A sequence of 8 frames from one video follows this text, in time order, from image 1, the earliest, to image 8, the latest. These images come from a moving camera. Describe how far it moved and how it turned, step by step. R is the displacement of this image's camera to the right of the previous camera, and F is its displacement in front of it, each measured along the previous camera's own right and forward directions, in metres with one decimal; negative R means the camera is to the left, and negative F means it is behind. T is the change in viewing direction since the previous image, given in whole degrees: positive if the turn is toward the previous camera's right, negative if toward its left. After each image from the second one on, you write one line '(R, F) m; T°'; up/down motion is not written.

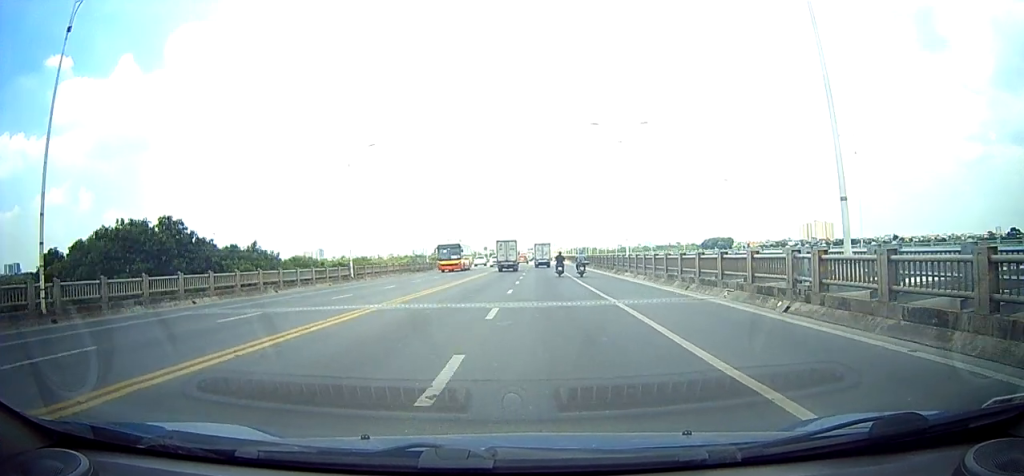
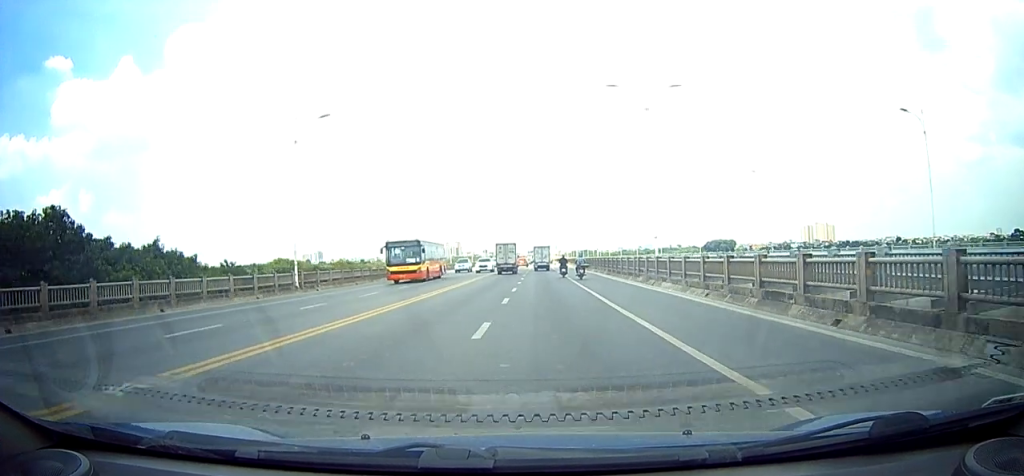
(-0.2, +9.4) m; -1°
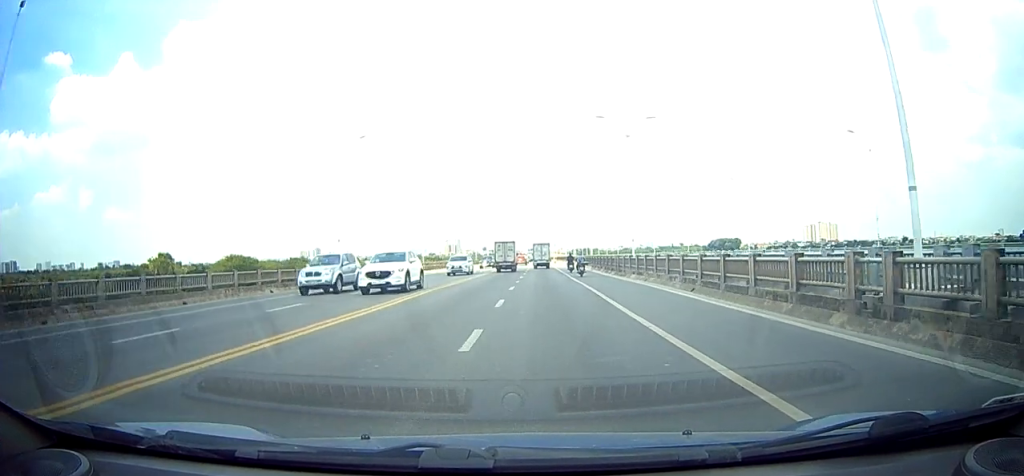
(-0.1, +21.6) m; 0°
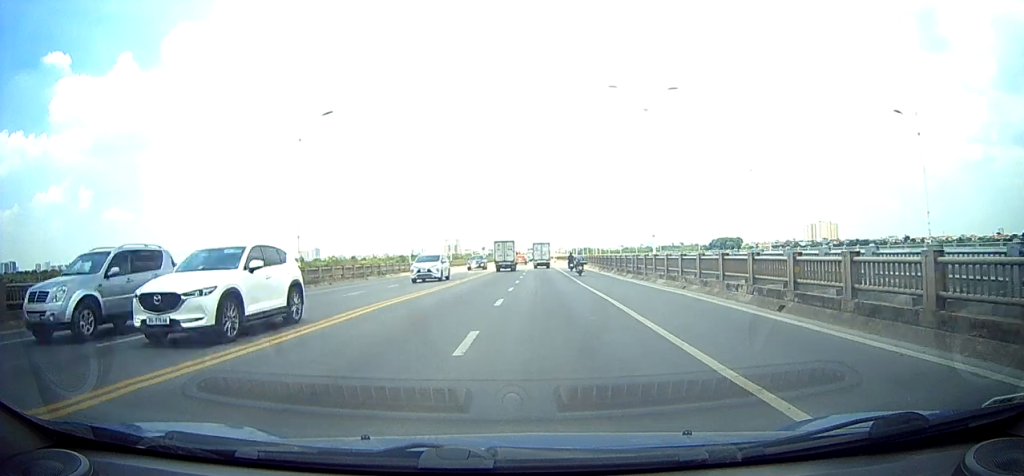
(0.0, +6.6) m; 0°
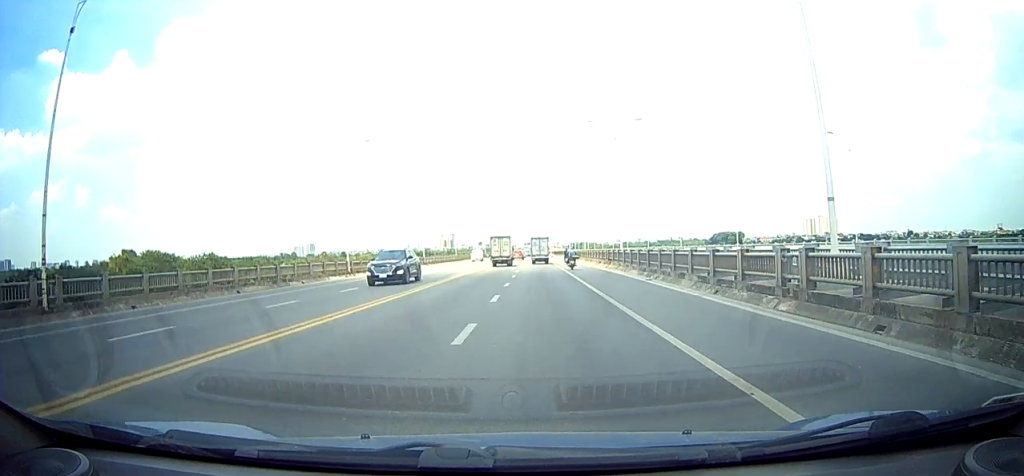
(0.0, +18.6) m; 0°
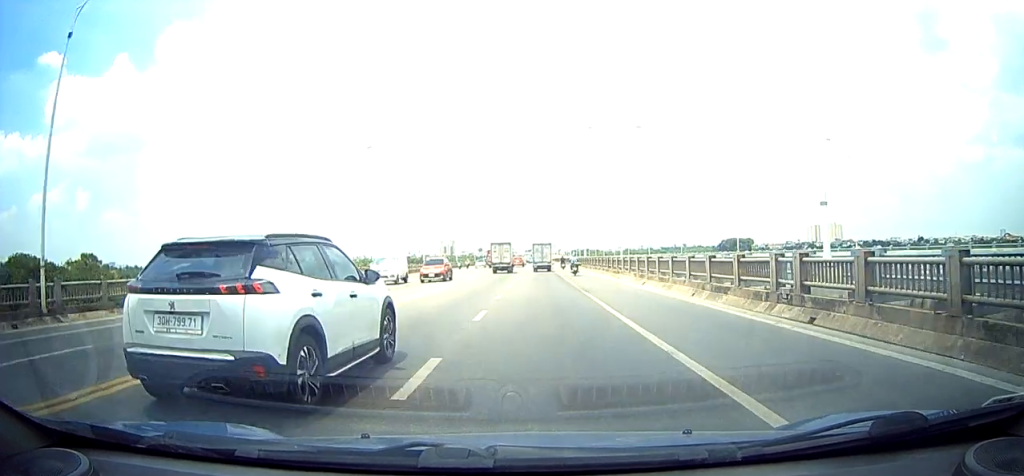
(+0.6, +26.5) m; +3°
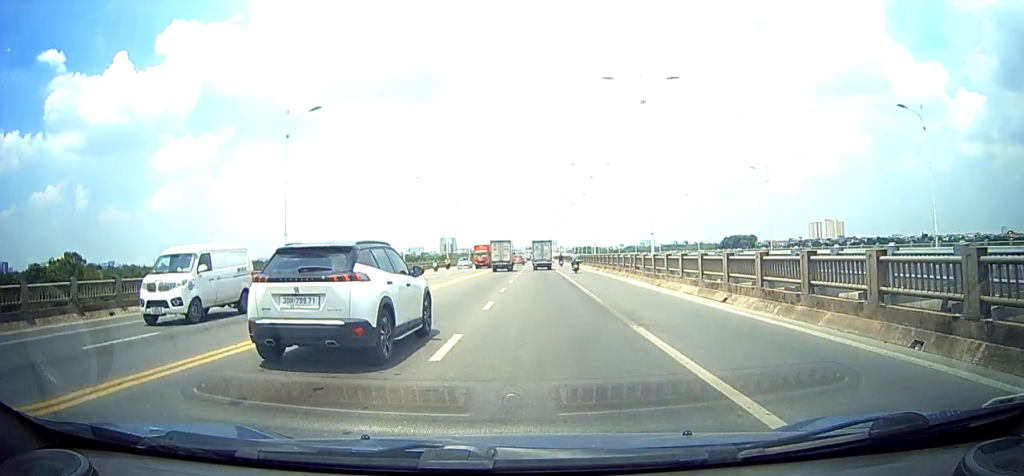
(+0.1, +10.9) m; +1°
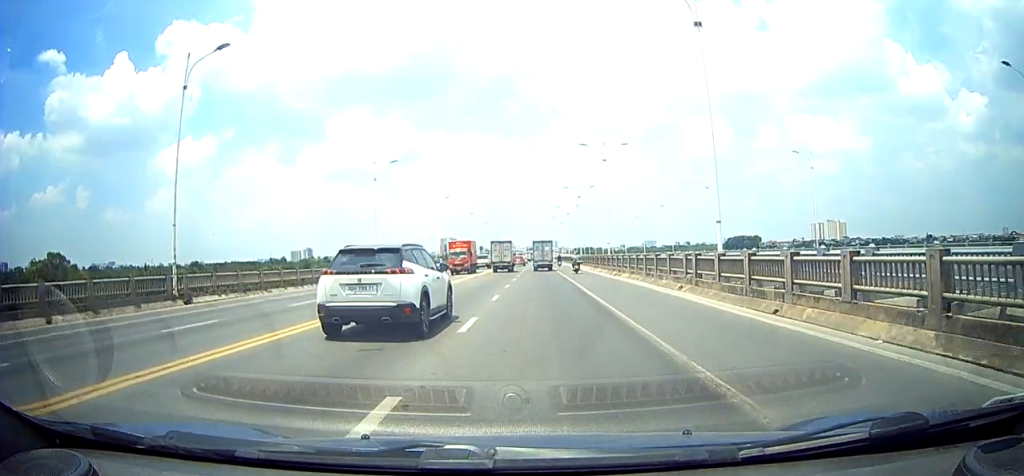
(0.0, +11.5) m; 0°
